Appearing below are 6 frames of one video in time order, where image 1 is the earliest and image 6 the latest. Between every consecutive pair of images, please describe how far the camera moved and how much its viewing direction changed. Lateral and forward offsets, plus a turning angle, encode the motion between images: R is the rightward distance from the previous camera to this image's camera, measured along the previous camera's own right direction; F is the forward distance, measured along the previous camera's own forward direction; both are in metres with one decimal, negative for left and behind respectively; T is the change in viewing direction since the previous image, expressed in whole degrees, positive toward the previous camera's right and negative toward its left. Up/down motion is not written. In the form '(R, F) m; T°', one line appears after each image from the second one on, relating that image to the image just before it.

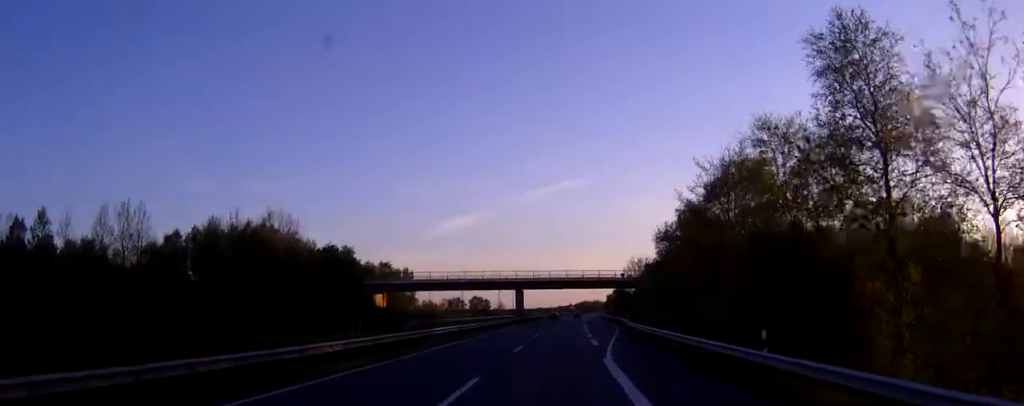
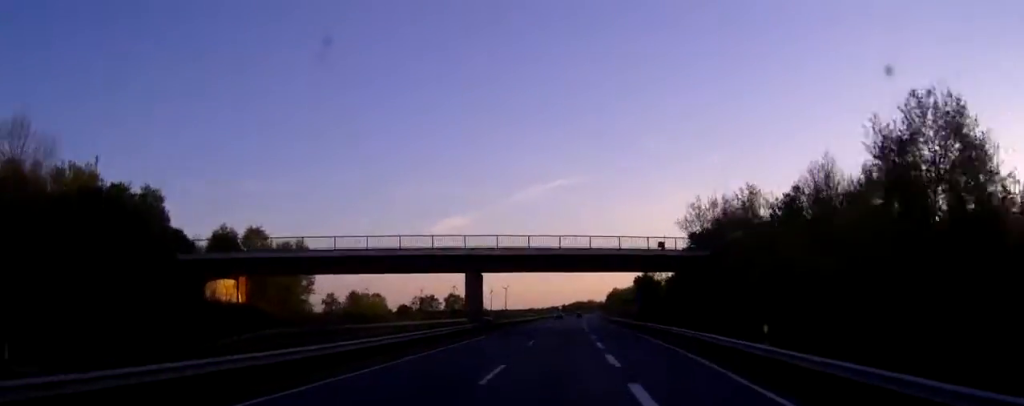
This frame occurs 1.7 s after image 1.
(+0.4, +48.8) m; +1°
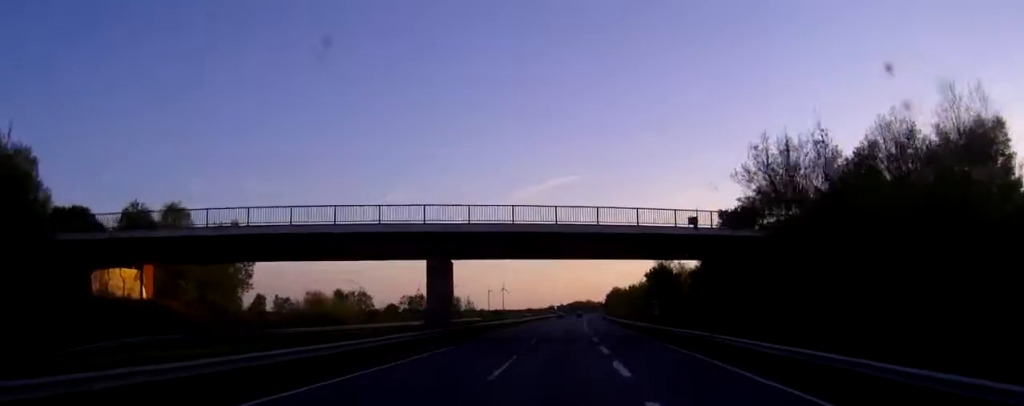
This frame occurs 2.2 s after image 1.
(+0.1, +15.6) m; 0°
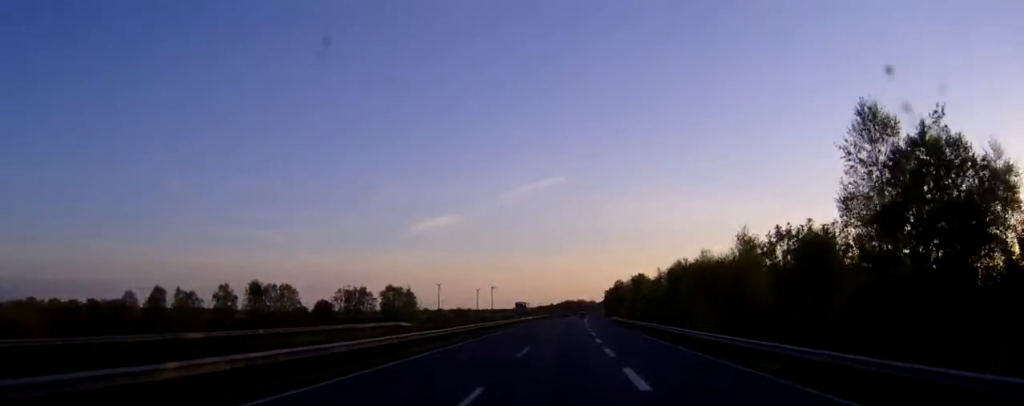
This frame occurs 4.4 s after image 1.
(+0.4, +63.2) m; +1°
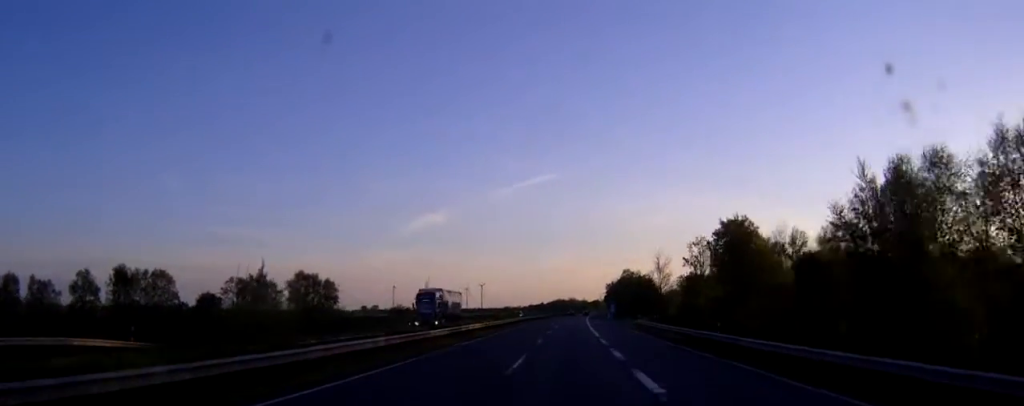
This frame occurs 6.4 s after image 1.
(+0.5, +60.3) m; +1°
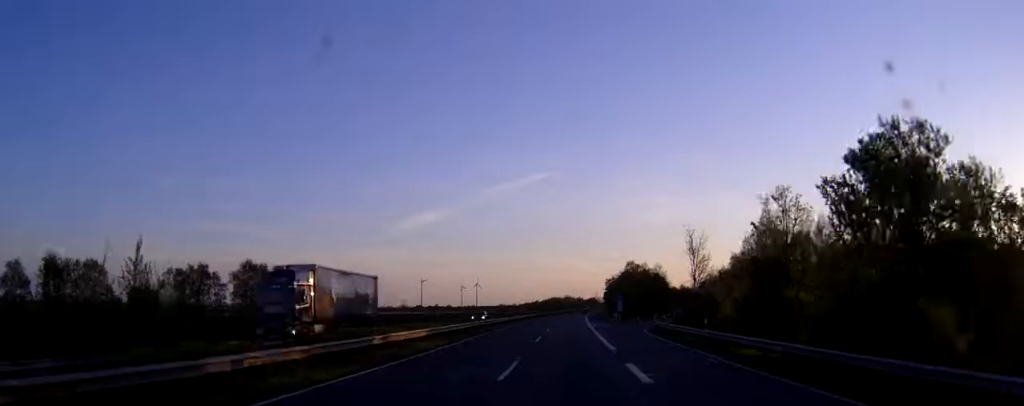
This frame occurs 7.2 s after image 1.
(0.0, +21.4) m; 0°
